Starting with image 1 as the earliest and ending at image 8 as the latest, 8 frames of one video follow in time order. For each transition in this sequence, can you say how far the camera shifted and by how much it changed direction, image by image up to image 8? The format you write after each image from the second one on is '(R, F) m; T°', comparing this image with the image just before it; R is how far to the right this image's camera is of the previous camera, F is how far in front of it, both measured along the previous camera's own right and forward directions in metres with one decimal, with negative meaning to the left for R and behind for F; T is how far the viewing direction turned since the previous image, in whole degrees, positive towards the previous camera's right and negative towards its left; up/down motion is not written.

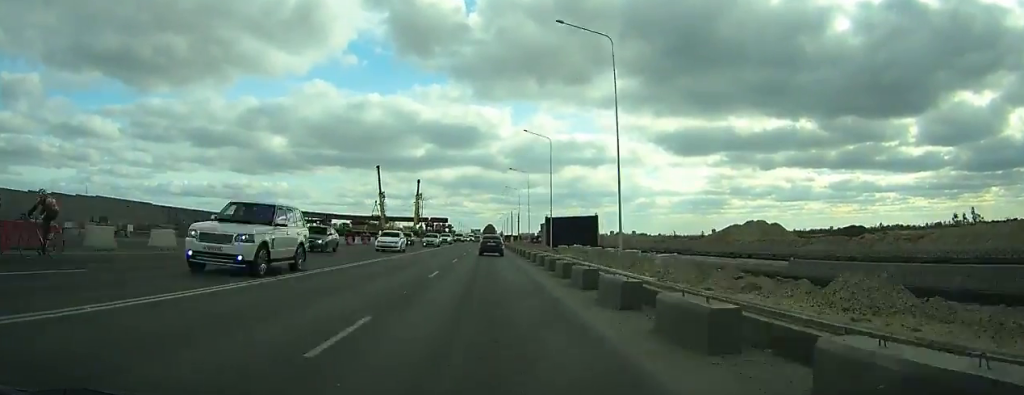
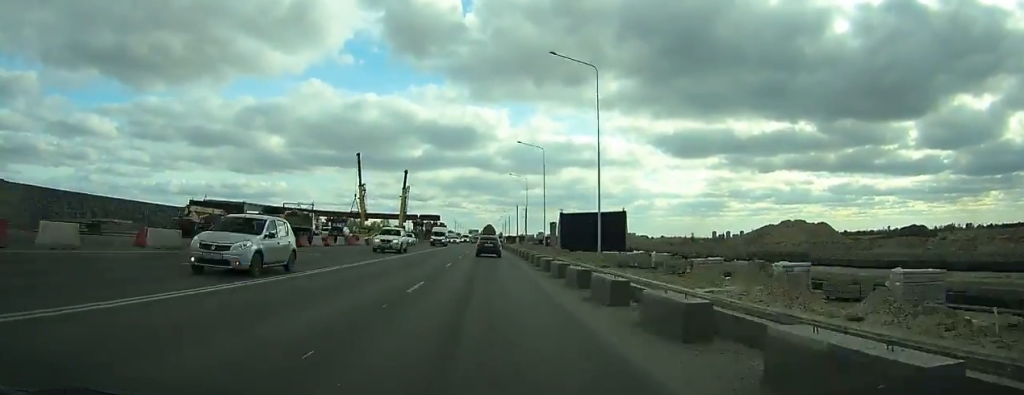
(-0.1, +27.2) m; 0°
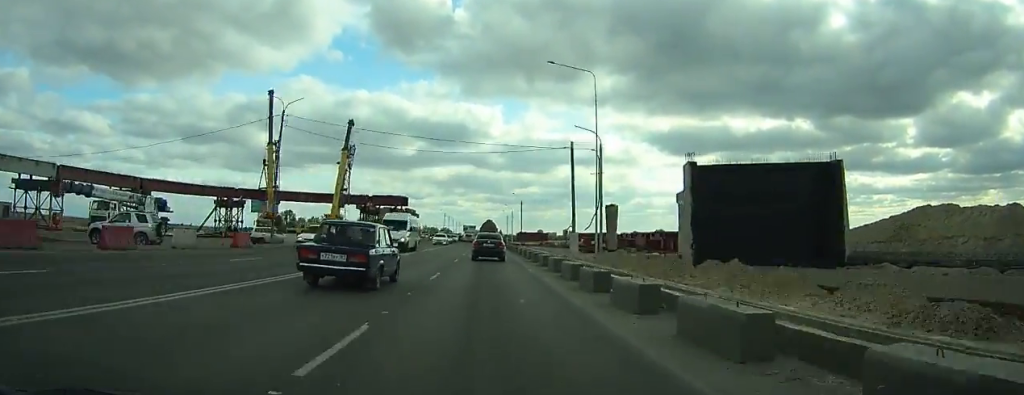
(-0.2, +65.9) m; 0°
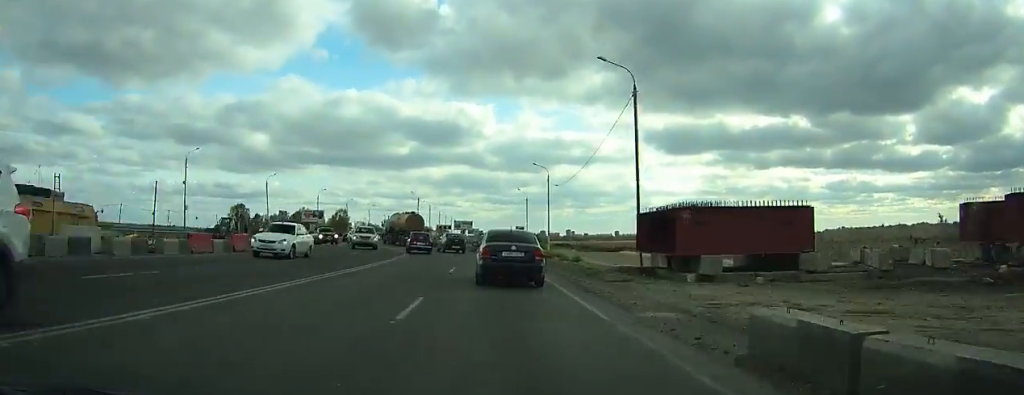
(+0.5, +90.0) m; +1°
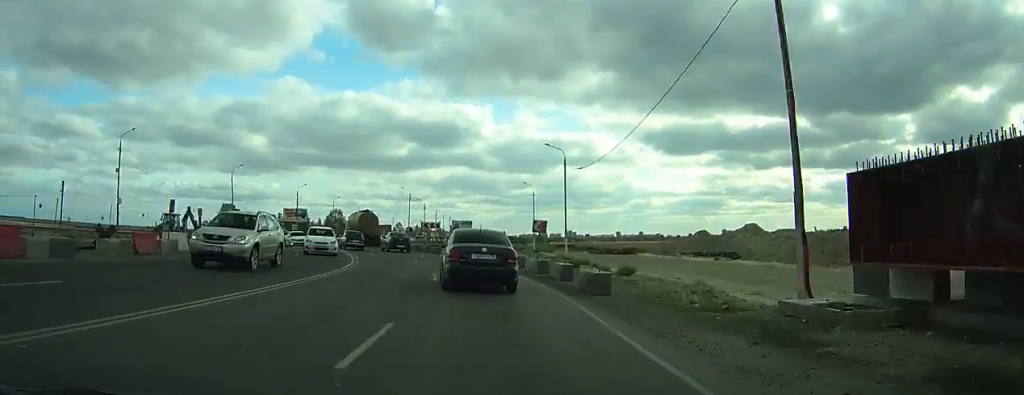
(+0.1, +15.6) m; -2°
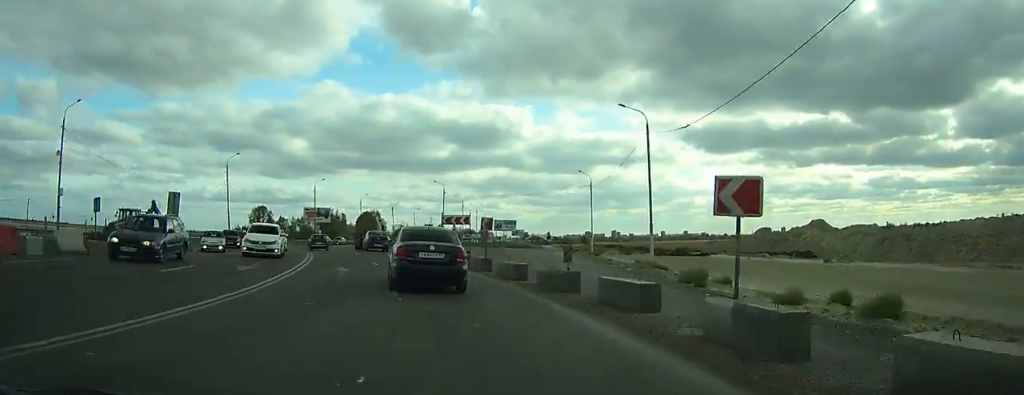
(+0.7, +16.8) m; -2°
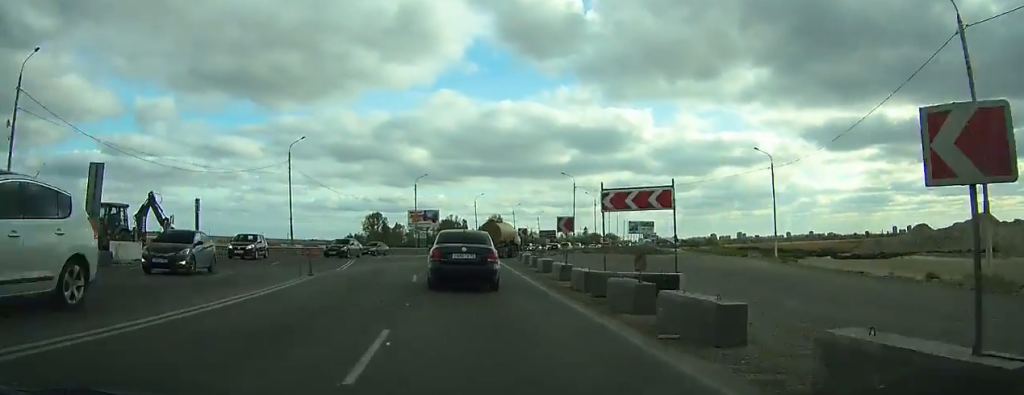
(-1.5, +20.1) m; -6°
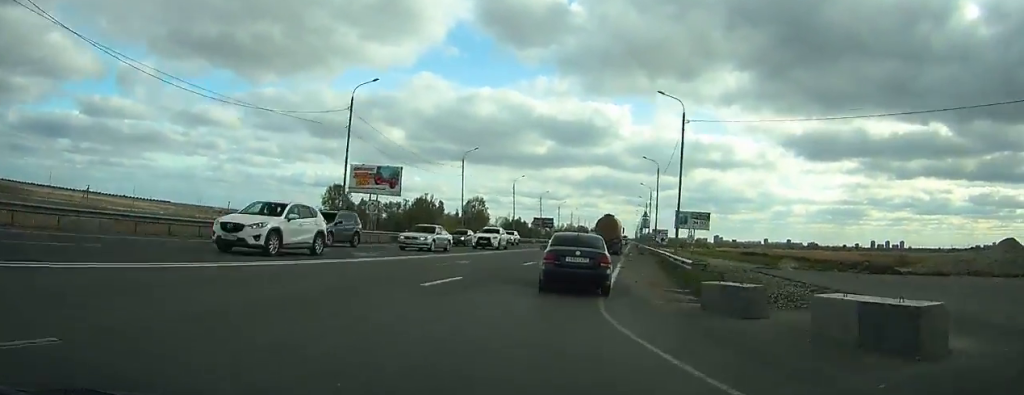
(-4.7, +43.2) m; -3°
